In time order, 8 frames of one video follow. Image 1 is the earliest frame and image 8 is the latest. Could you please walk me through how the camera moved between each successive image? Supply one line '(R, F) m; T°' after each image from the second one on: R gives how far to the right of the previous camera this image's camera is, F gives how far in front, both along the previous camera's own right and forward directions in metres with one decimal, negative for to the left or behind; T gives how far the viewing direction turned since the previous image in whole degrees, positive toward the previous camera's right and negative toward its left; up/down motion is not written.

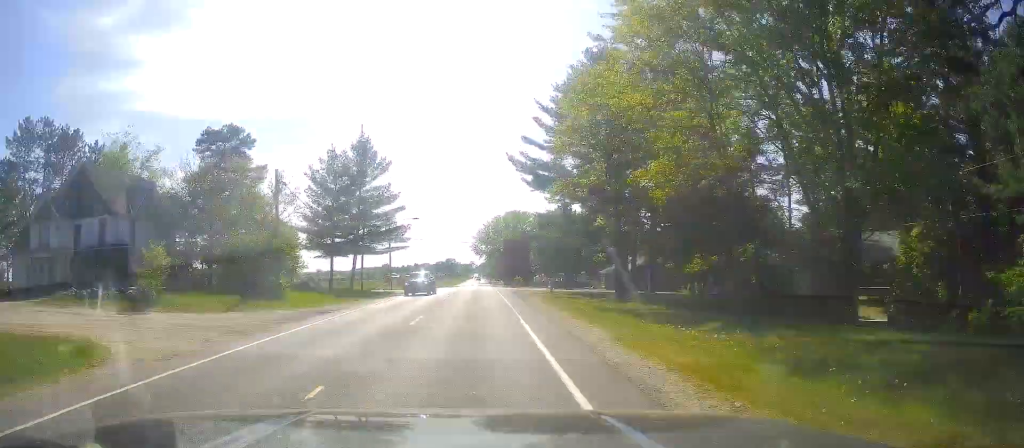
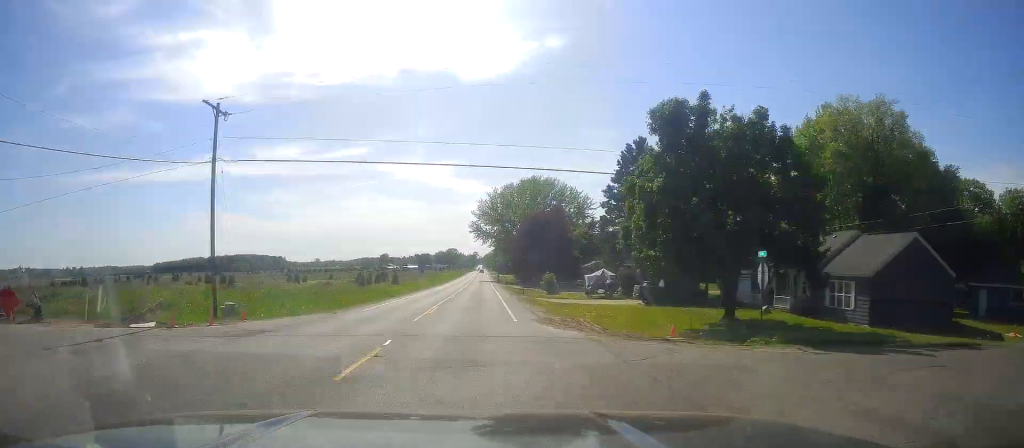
(+0.4, +54.1) m; 0°
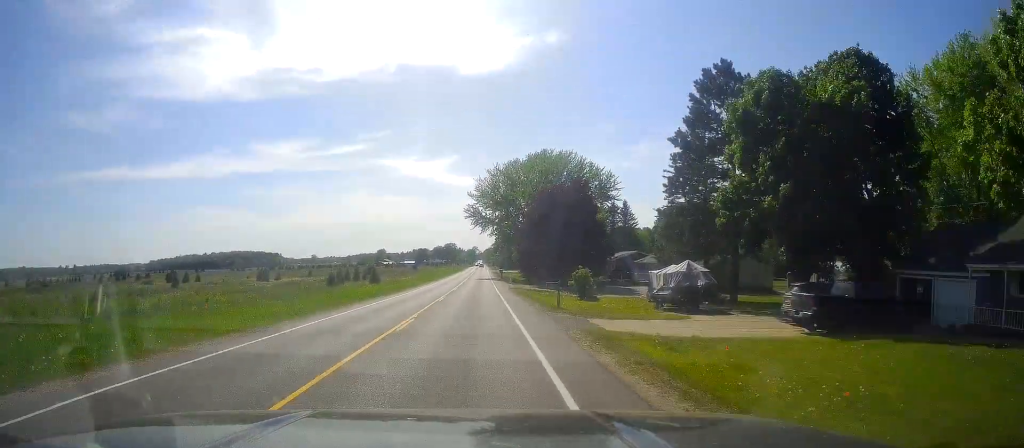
(0.0, +24.0) m; 0°
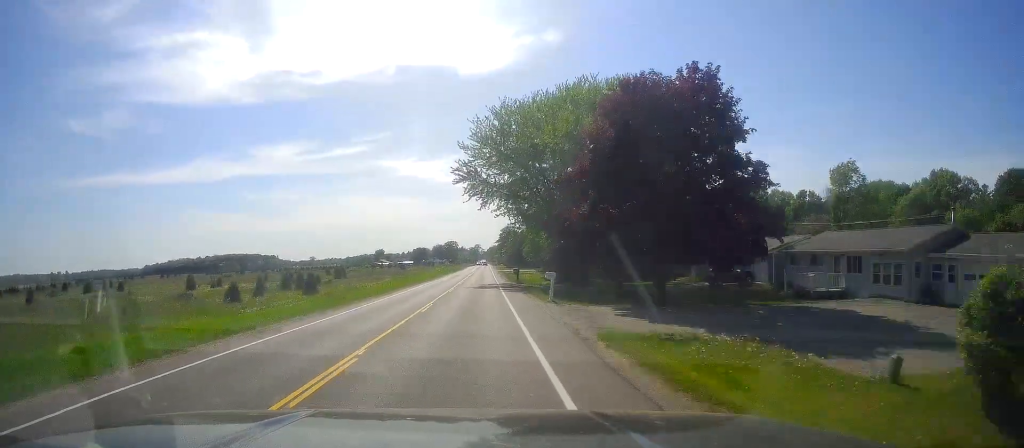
(+0.5, +39.2) m; 0°
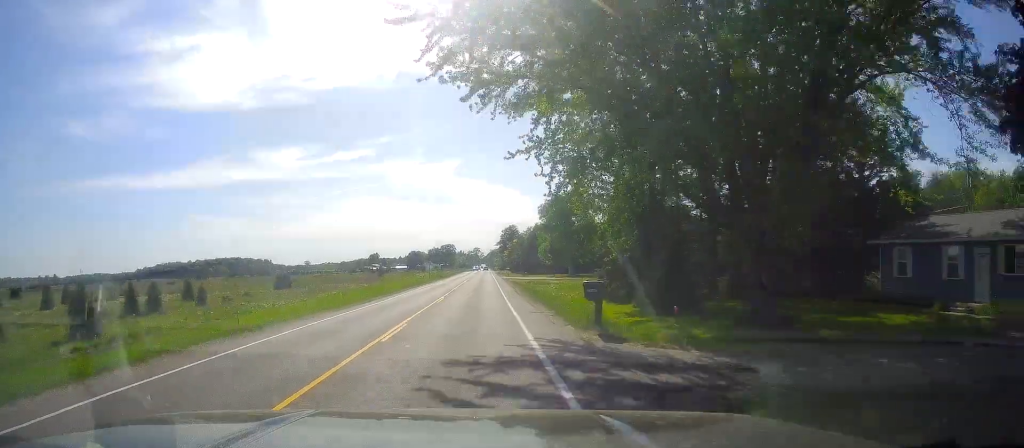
(-0.5, +39.4) m; 0°
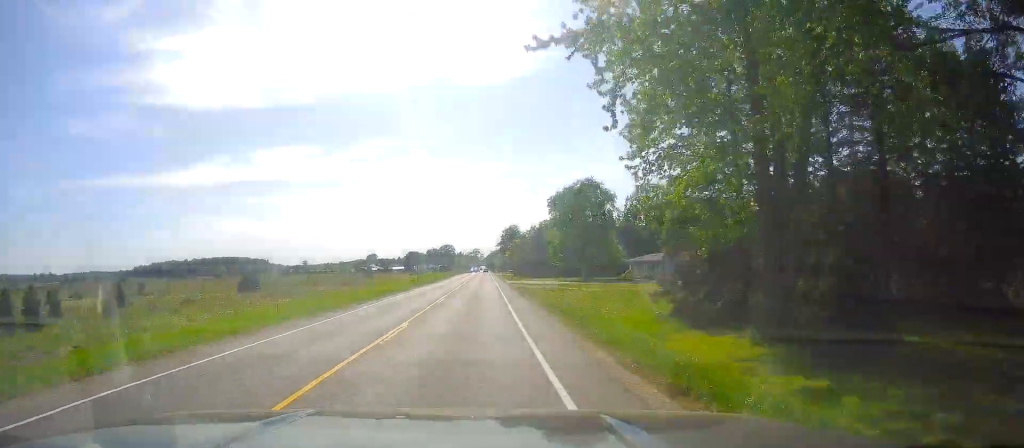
(+0.3, +15.2) m; +1°
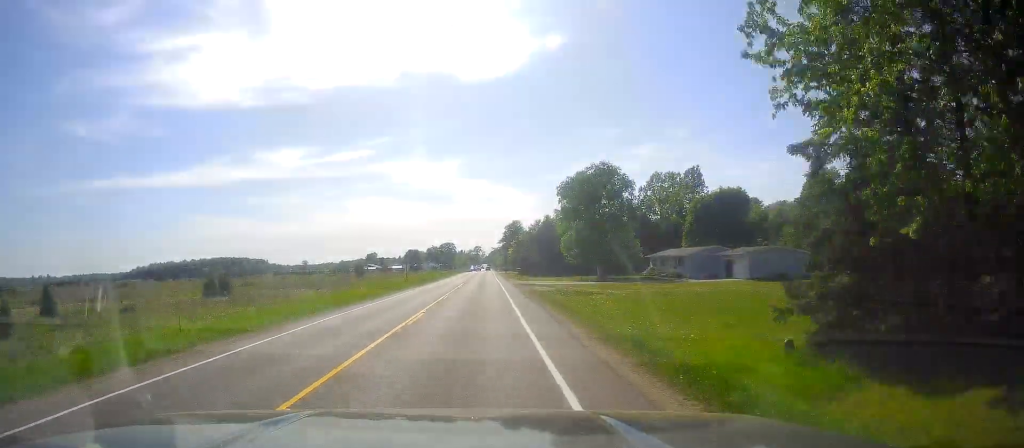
(+0.1, +11.4) m; 0°
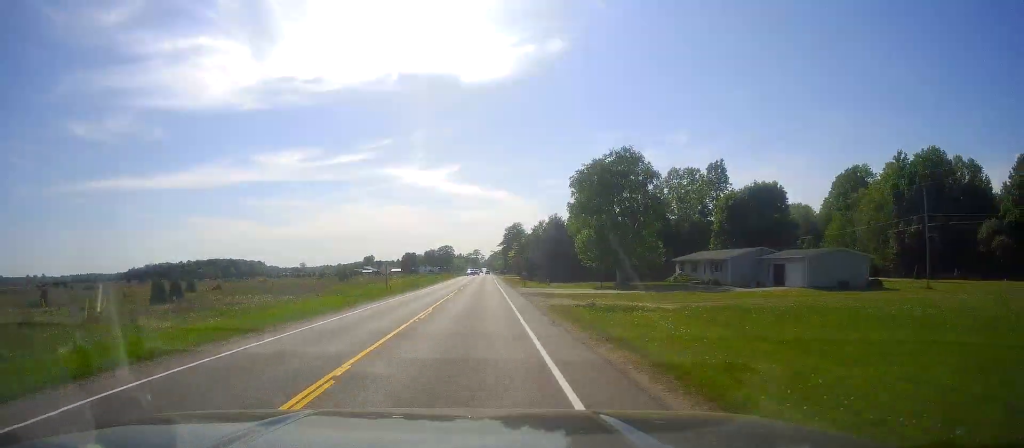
(0.0, +12.4) m; 0°
